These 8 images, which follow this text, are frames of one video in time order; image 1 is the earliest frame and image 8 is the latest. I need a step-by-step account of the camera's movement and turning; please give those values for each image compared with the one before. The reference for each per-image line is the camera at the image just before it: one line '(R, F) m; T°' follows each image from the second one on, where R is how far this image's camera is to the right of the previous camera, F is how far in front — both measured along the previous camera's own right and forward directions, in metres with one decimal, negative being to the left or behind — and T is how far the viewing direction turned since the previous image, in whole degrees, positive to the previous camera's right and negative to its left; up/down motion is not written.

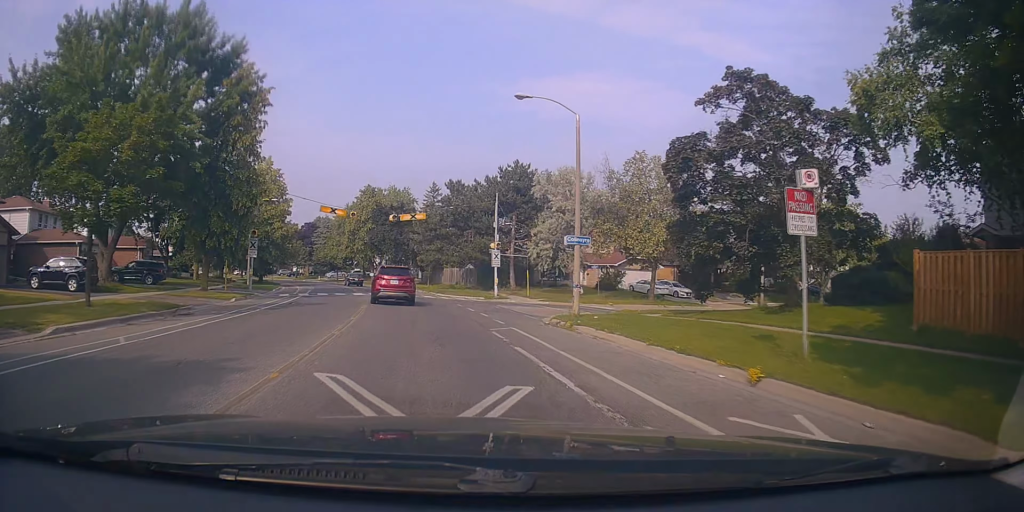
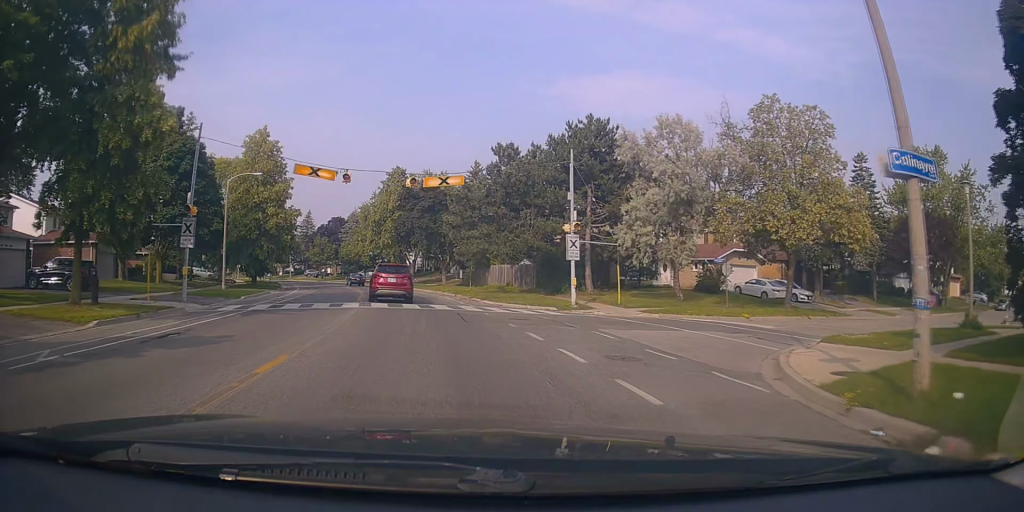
(-1.0, +14.4) m; -4°
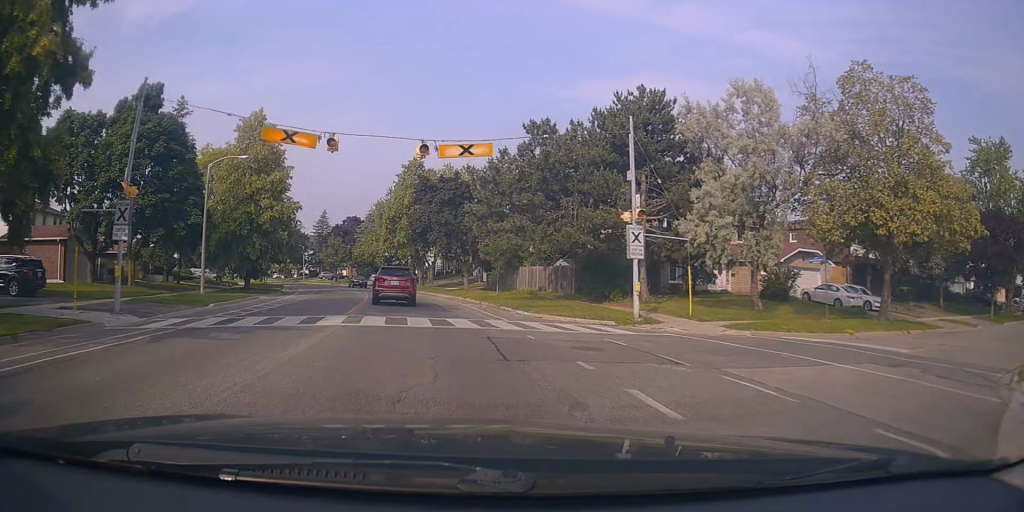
(-0.2, +6.6) m; 0°
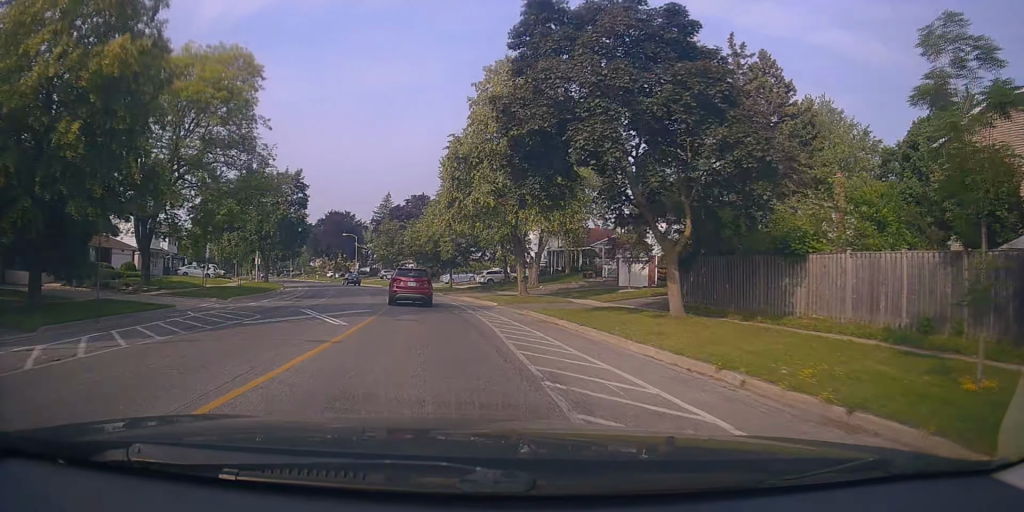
(-3.4, +30.8) m; -12°
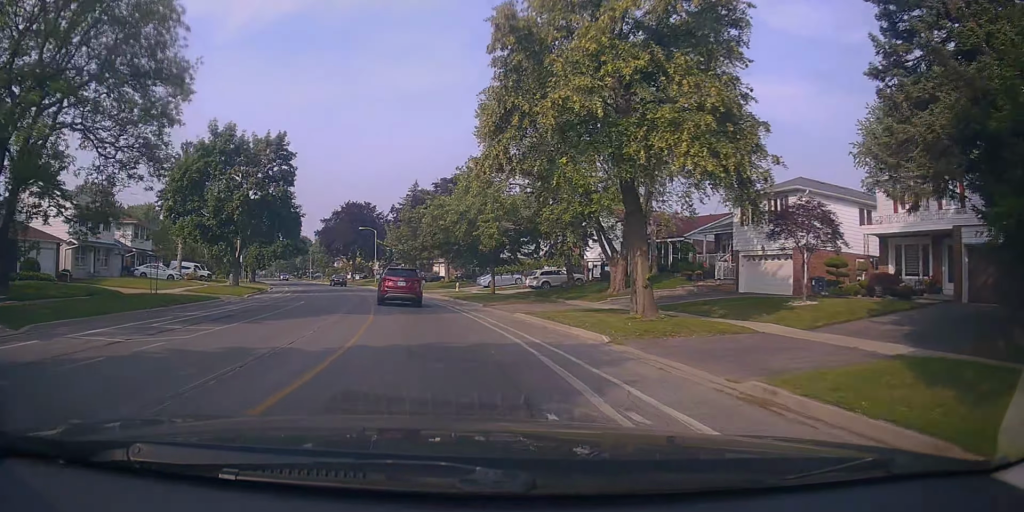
(+0.1, +16.0) m; -2°
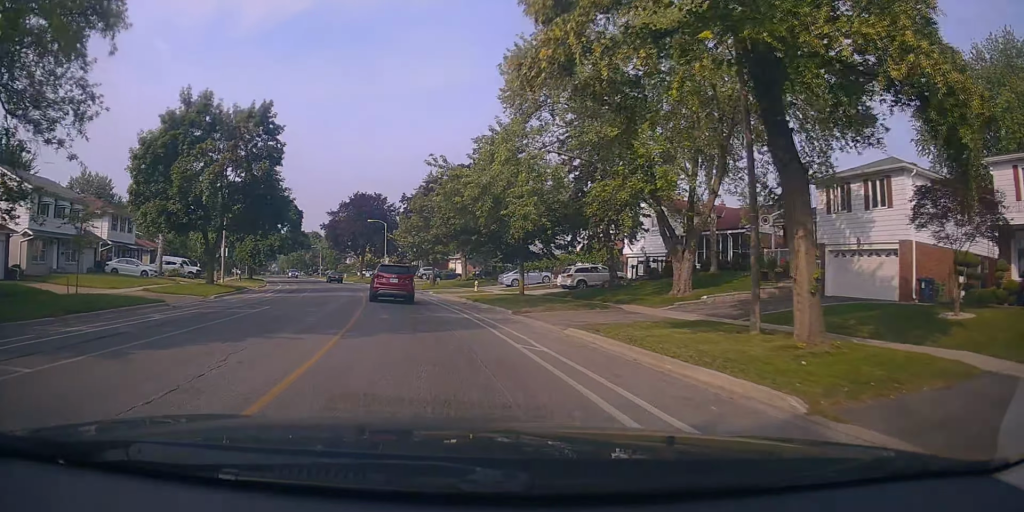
(0.0, +7.1) m; -2°
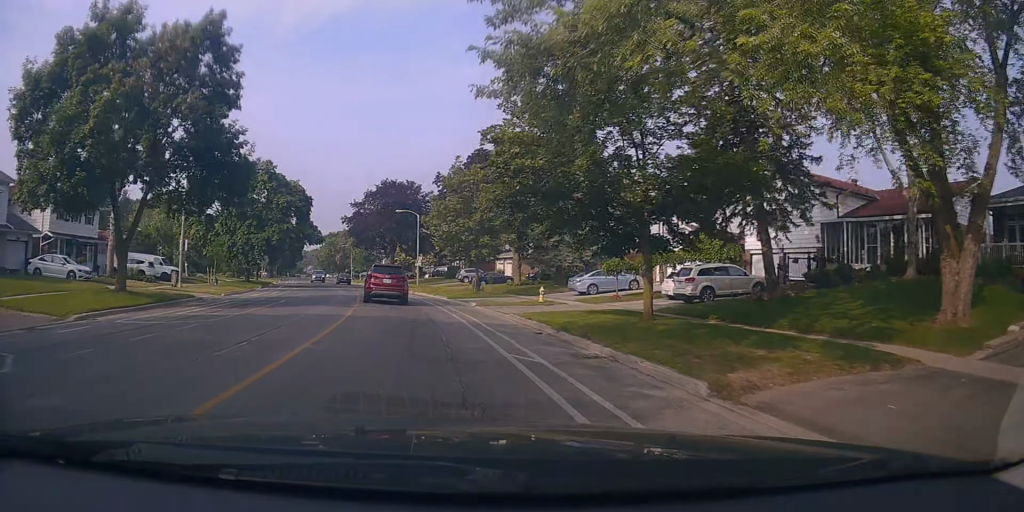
(-0.6, +13.7) m; -6°
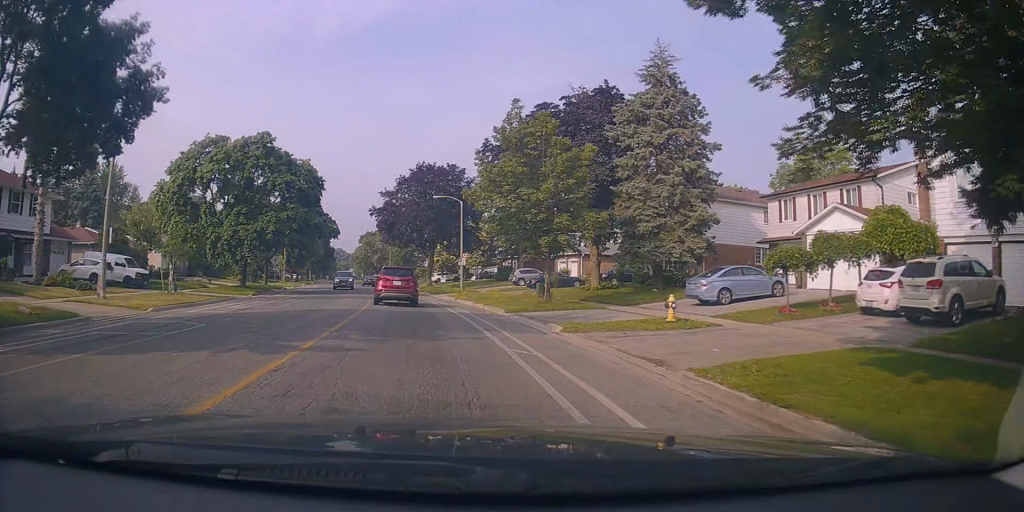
(-0.6, +12.2) m; -4°
